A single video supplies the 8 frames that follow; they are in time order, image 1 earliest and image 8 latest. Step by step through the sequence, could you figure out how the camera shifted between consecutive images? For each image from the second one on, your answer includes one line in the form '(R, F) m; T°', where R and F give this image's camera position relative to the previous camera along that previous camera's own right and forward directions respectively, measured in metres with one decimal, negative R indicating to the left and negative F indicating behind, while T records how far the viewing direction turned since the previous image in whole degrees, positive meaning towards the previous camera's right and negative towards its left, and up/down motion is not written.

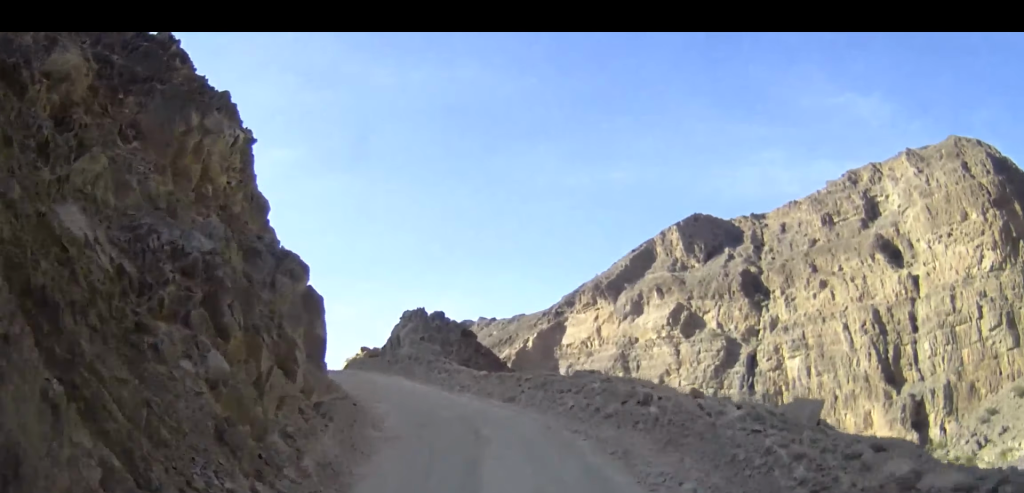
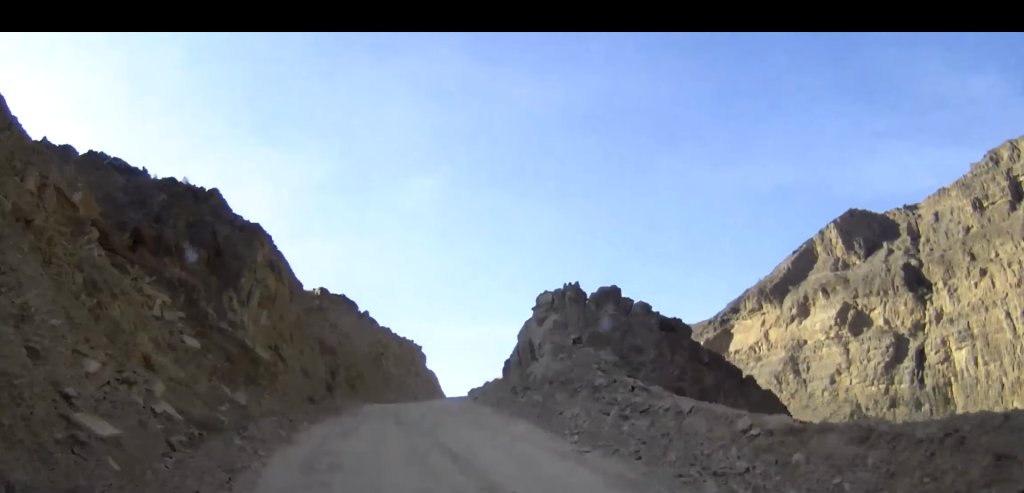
(-1.5, +19.6) m; -11°
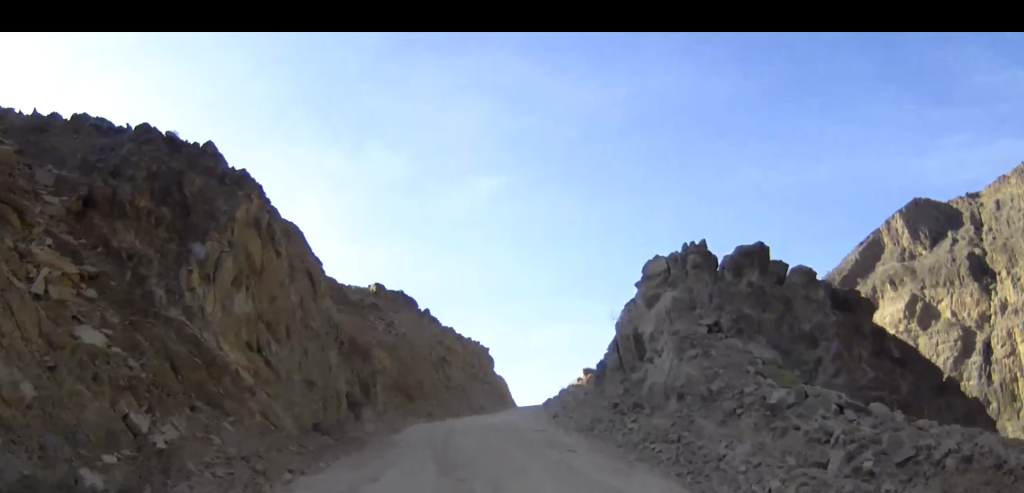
(-0.2, +5.9) m; -5°
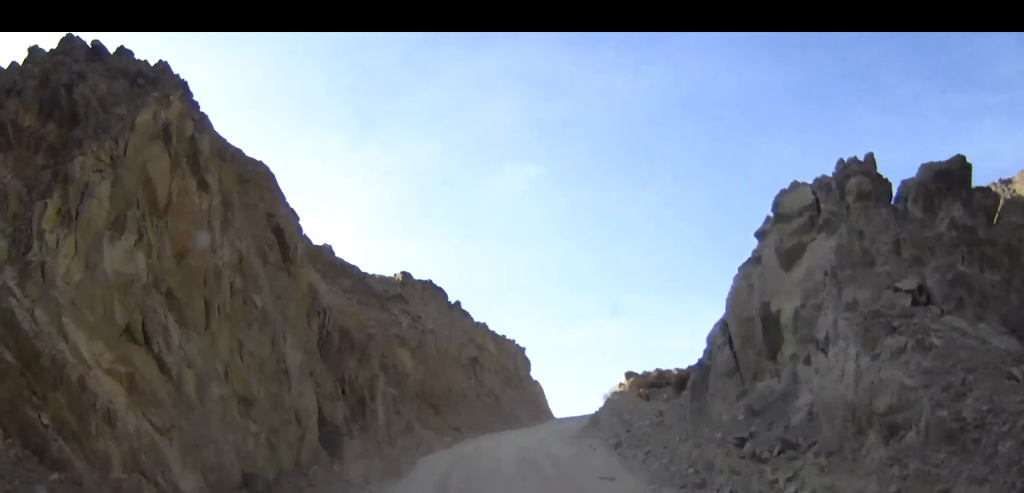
(-0.3, +5.2) m; -3°
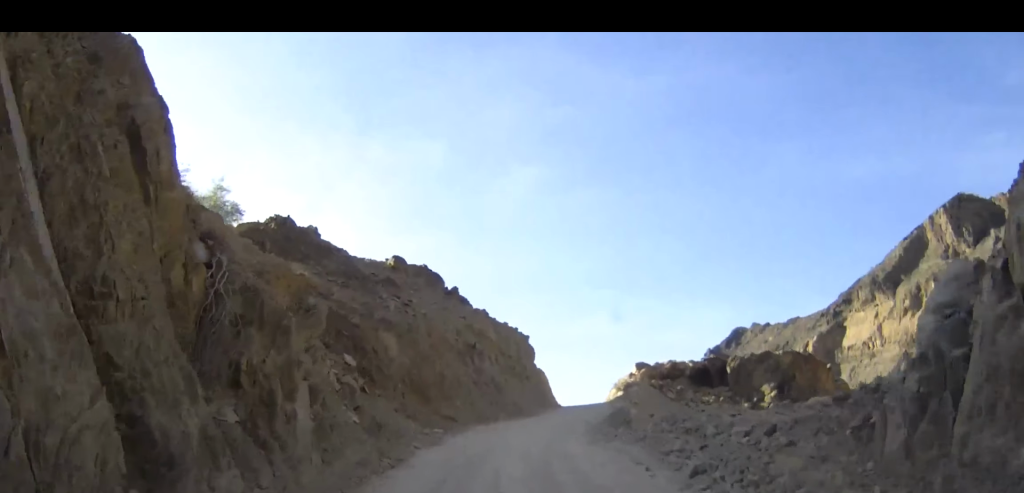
(-0.2, +5.9) m; -2°
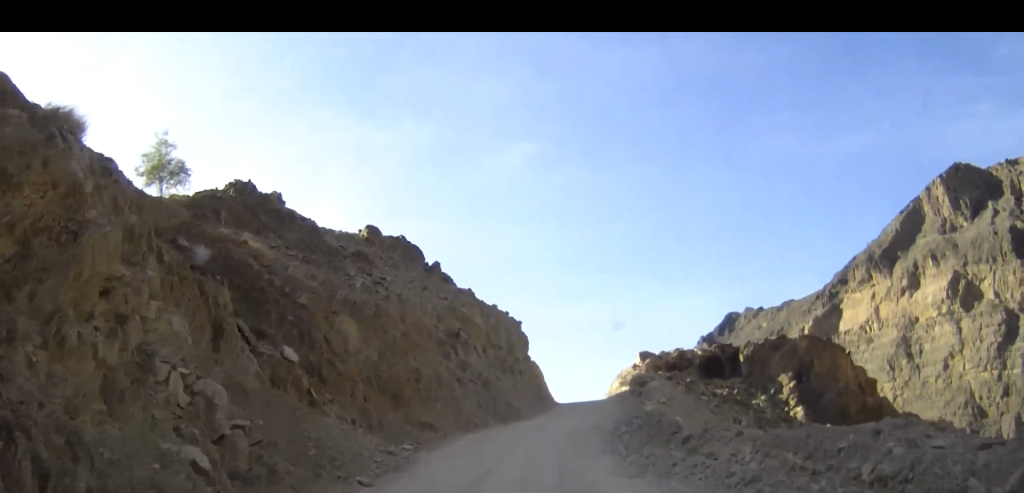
(-0.1, +6.8) m; 0°
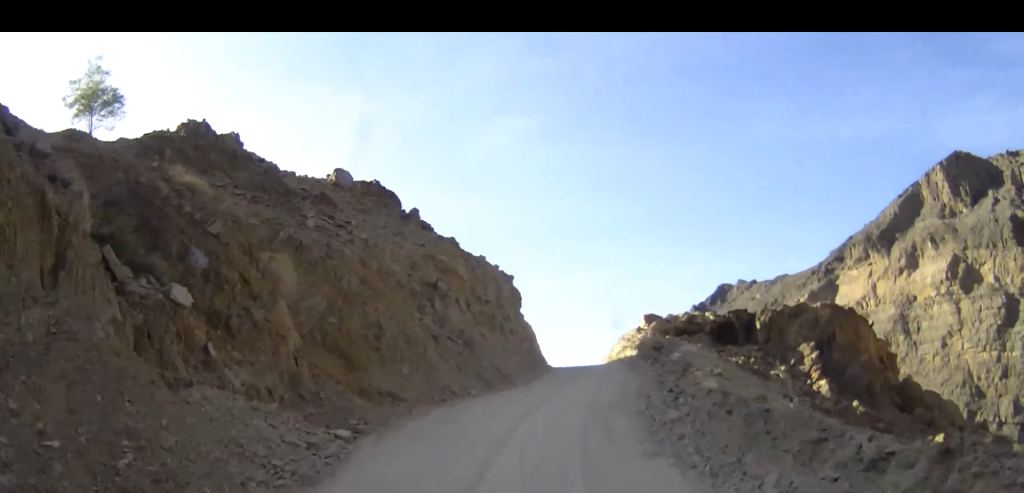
(0.0, +7.1) m; +1°
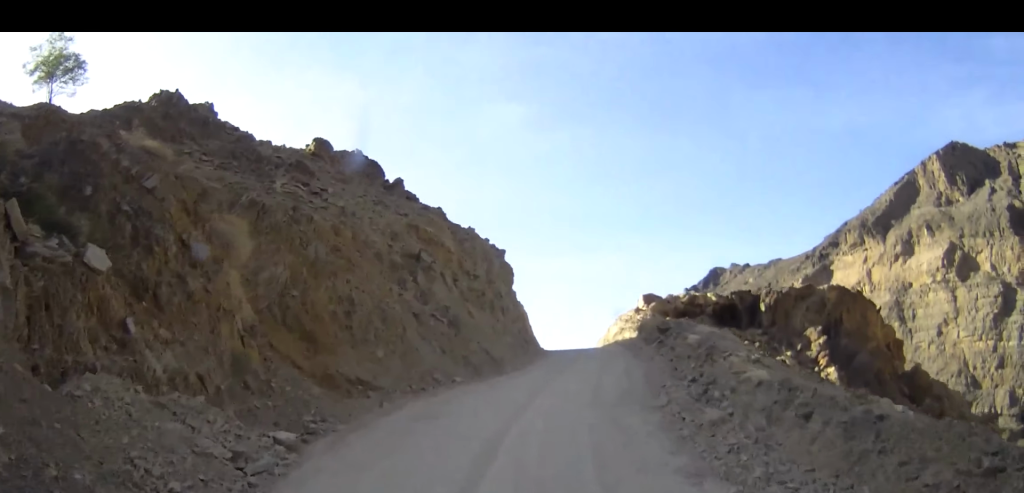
(0.0, +3.2) m; +1°
